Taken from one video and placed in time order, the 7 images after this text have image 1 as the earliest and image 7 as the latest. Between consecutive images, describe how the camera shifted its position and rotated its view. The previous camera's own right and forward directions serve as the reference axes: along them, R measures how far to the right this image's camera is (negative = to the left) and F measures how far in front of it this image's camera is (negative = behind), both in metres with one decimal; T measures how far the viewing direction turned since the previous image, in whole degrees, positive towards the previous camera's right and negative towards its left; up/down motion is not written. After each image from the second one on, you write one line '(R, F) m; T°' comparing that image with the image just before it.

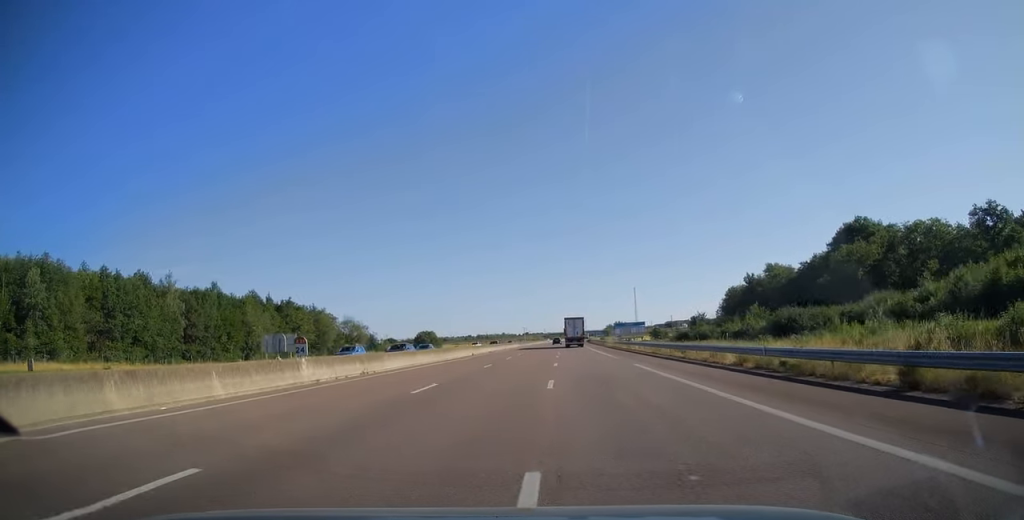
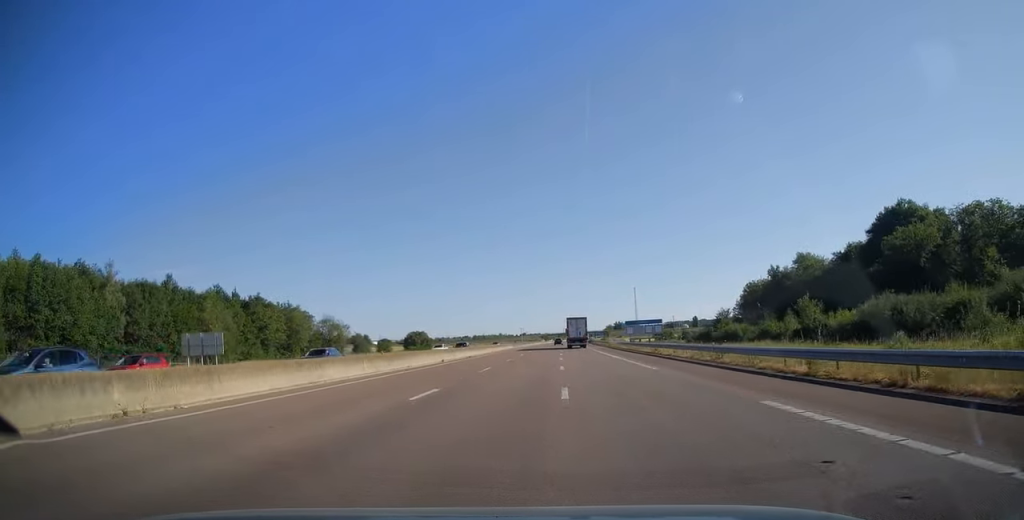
(0.0, +15.8) m; 0°
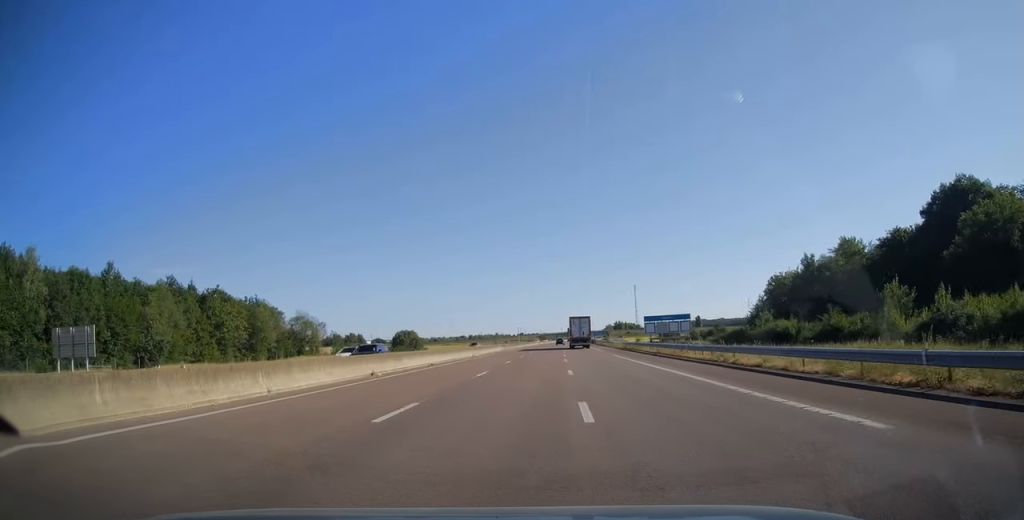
(+0.1, +16.8) m; 0°
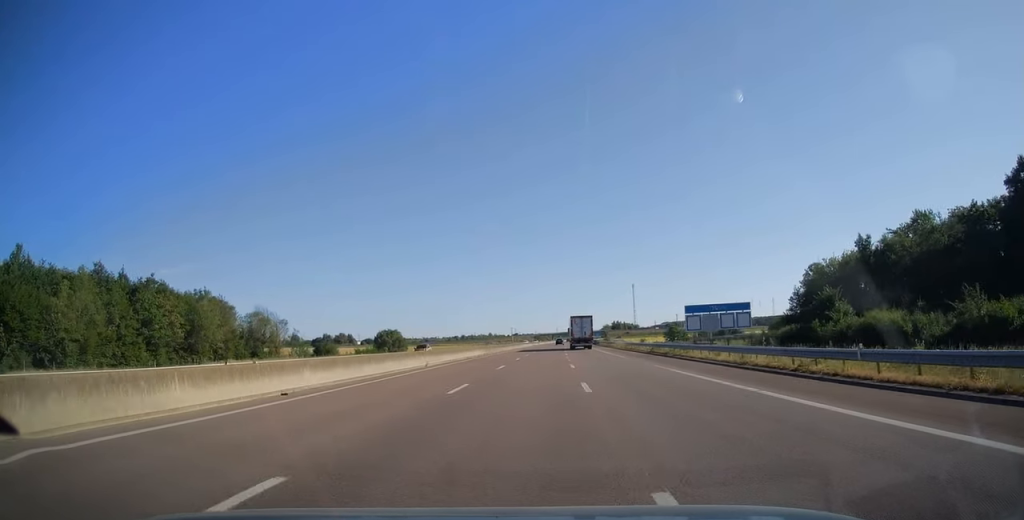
(+0.1, +20.3) m; 0°
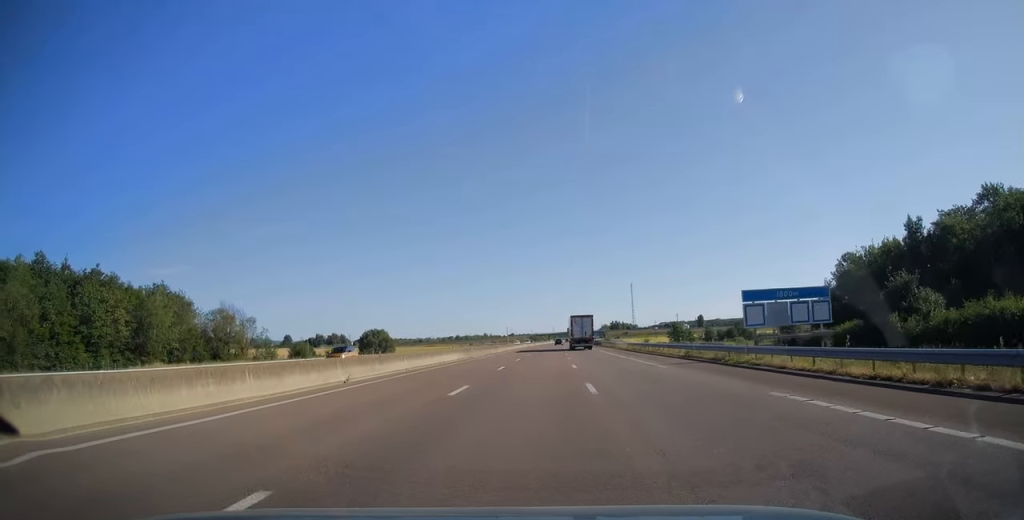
(0.0, +13.3) m; 0°
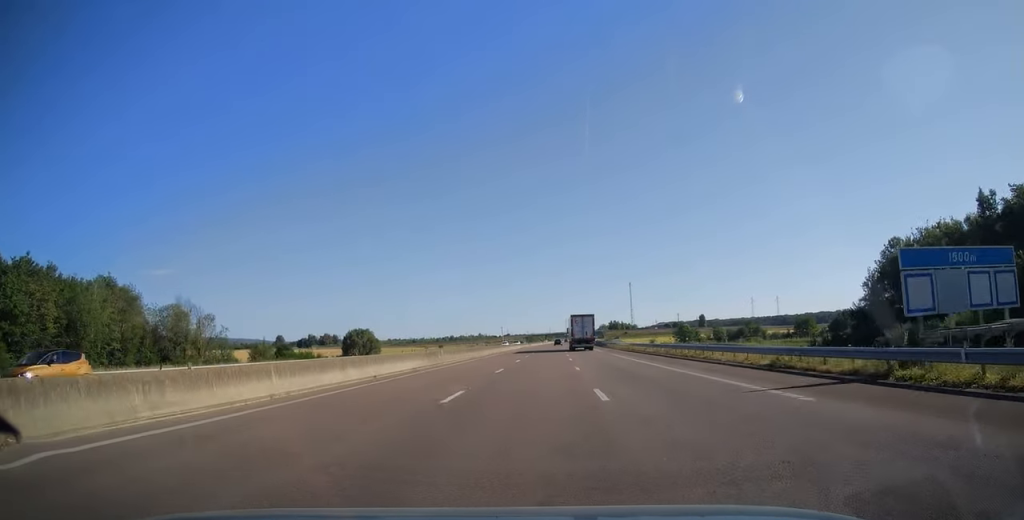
(0.0, +14.5) m; 0°
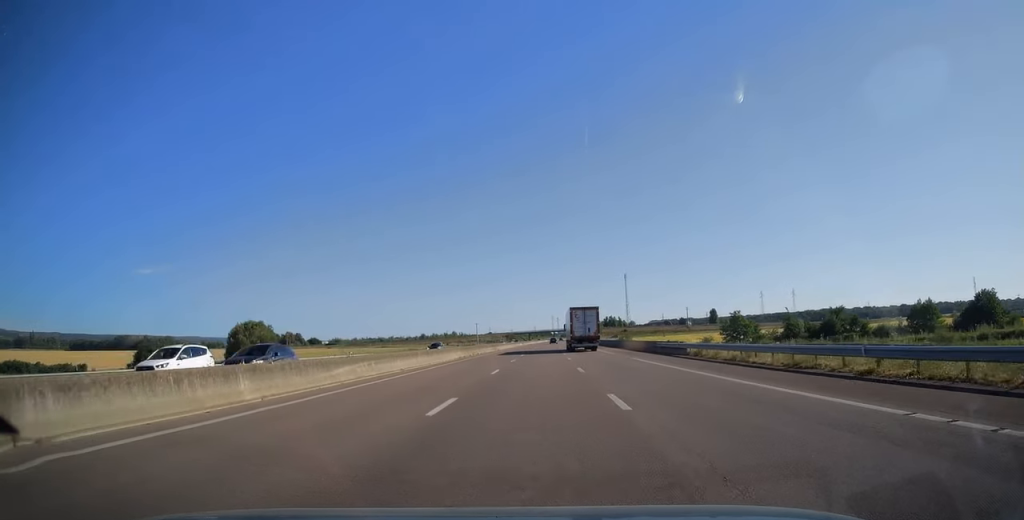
(+0.7, +67.4) m; +1°
